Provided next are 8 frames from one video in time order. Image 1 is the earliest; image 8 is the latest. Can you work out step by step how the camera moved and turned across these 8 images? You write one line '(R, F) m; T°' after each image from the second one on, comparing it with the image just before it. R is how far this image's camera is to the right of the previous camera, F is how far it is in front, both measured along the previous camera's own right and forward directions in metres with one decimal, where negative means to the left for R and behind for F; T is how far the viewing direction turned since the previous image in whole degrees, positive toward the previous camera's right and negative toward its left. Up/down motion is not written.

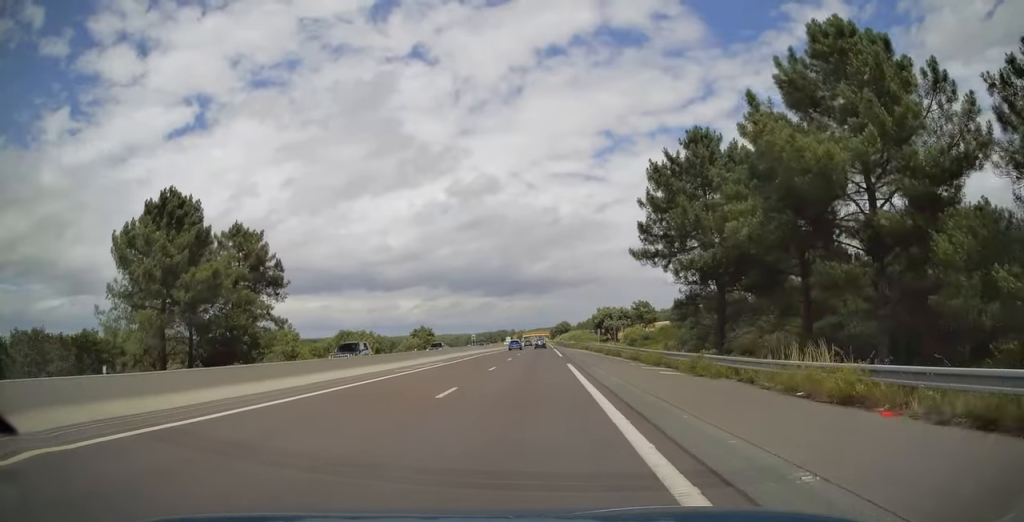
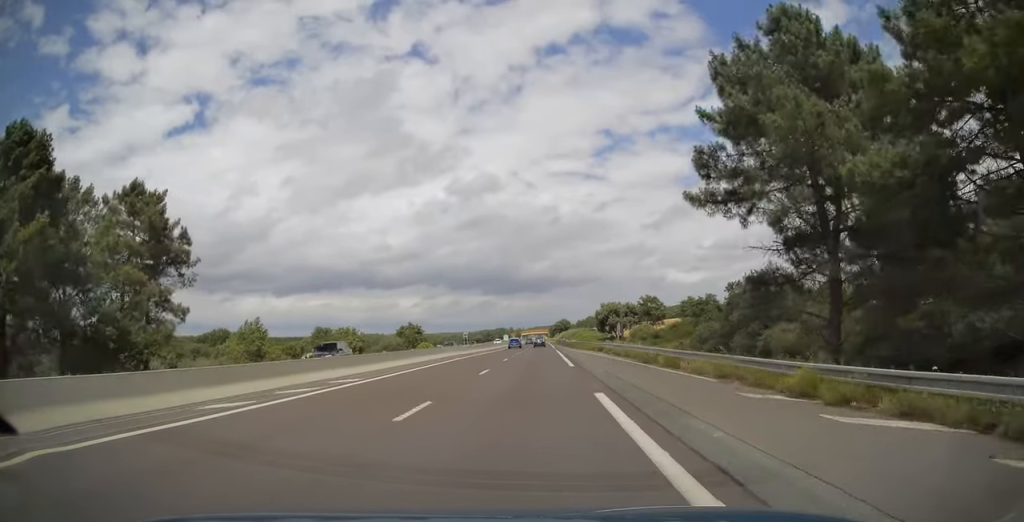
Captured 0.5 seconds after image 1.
(0.0, +17.4) m; 0°
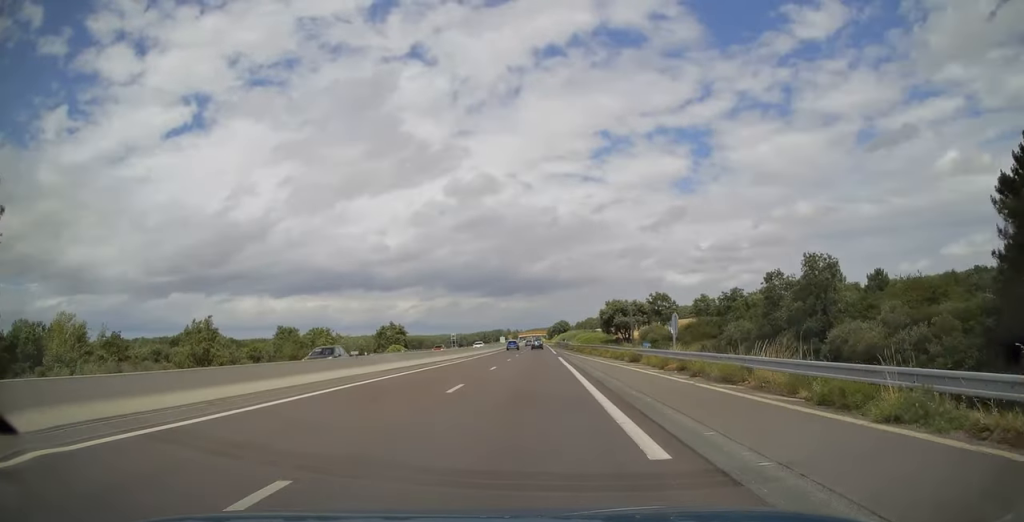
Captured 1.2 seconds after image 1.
(0.0, +20.6) m; 0°
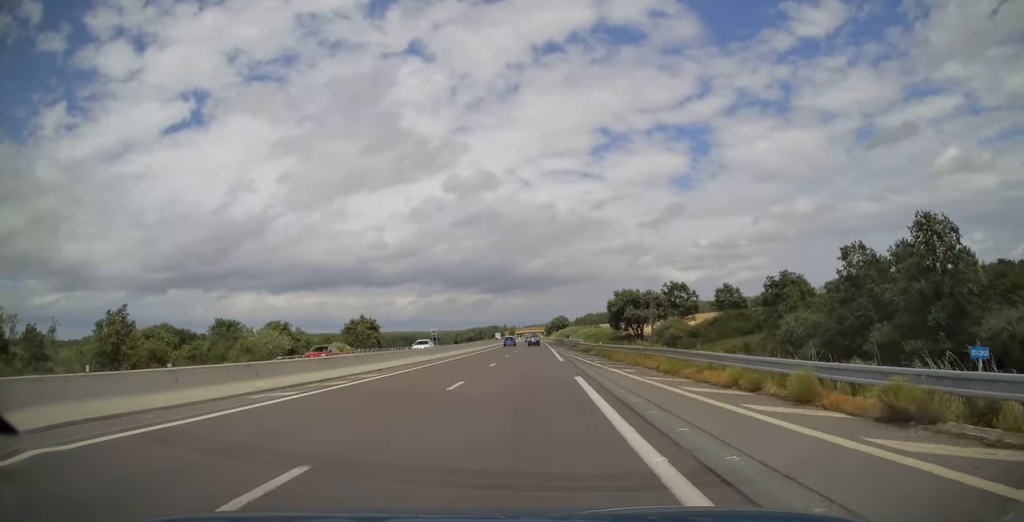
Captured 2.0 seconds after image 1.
(0.0, +25.4) m; 0°
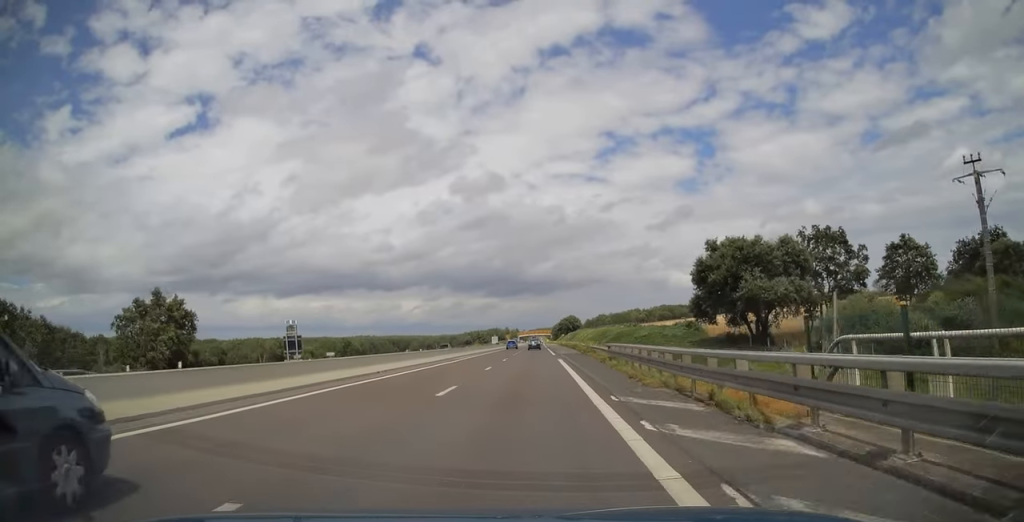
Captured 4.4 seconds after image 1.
(+0.1, +80.1) m; 0°
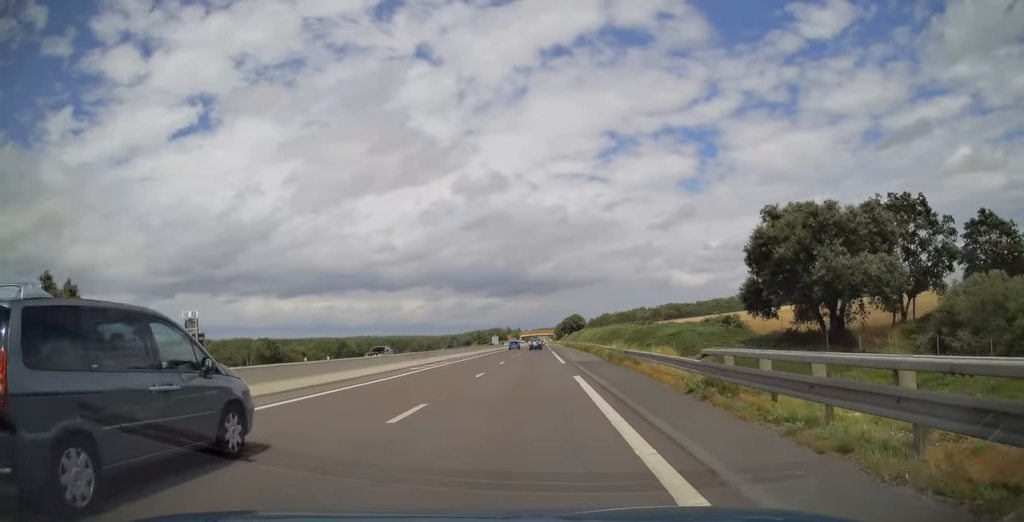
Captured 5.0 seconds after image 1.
(0.0, +17.8) m; 0°
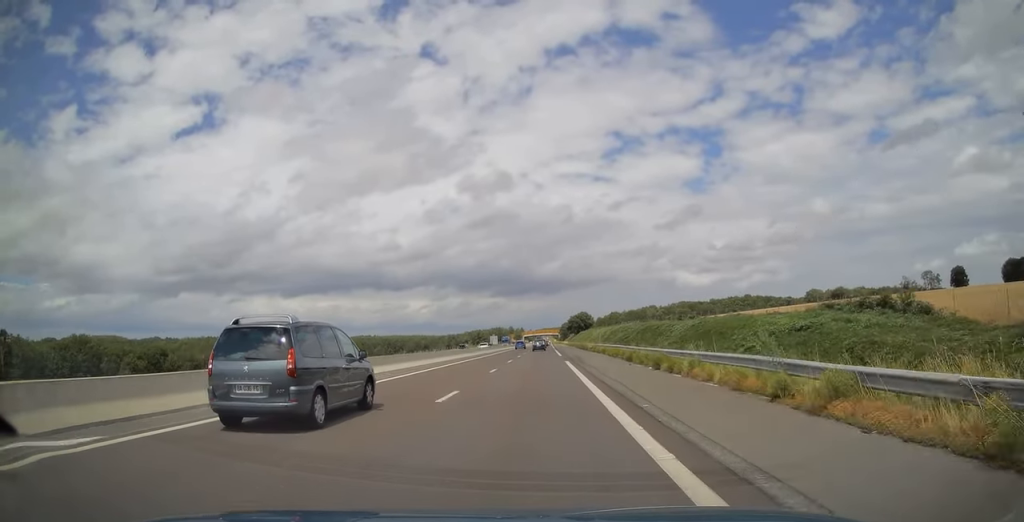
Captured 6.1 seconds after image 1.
(-0.3, +35.6) m; 0°
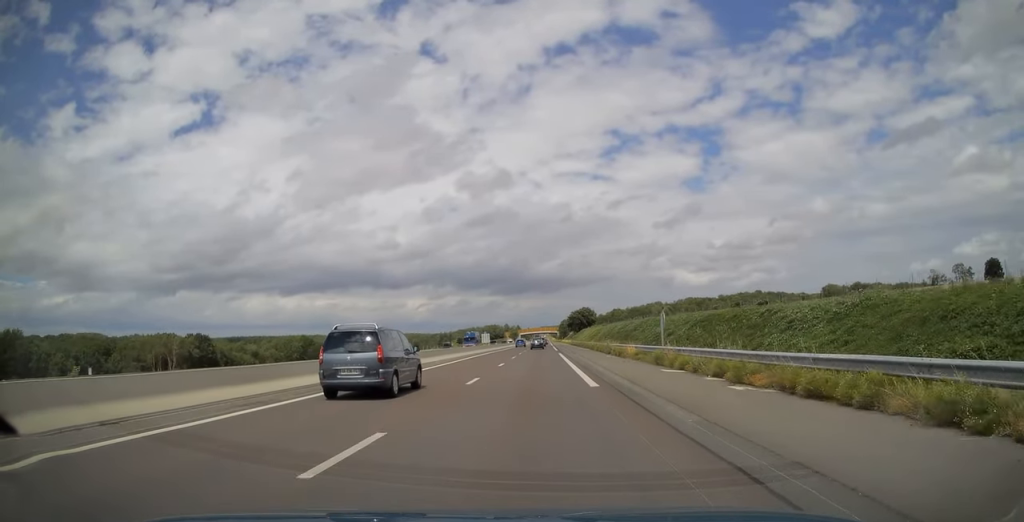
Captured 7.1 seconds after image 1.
(+0.2, +33.9) m; 0°
